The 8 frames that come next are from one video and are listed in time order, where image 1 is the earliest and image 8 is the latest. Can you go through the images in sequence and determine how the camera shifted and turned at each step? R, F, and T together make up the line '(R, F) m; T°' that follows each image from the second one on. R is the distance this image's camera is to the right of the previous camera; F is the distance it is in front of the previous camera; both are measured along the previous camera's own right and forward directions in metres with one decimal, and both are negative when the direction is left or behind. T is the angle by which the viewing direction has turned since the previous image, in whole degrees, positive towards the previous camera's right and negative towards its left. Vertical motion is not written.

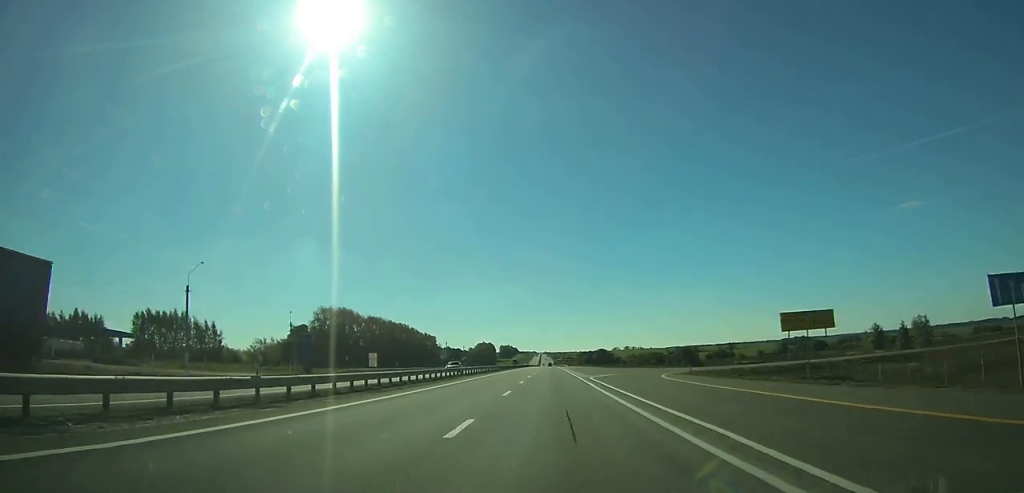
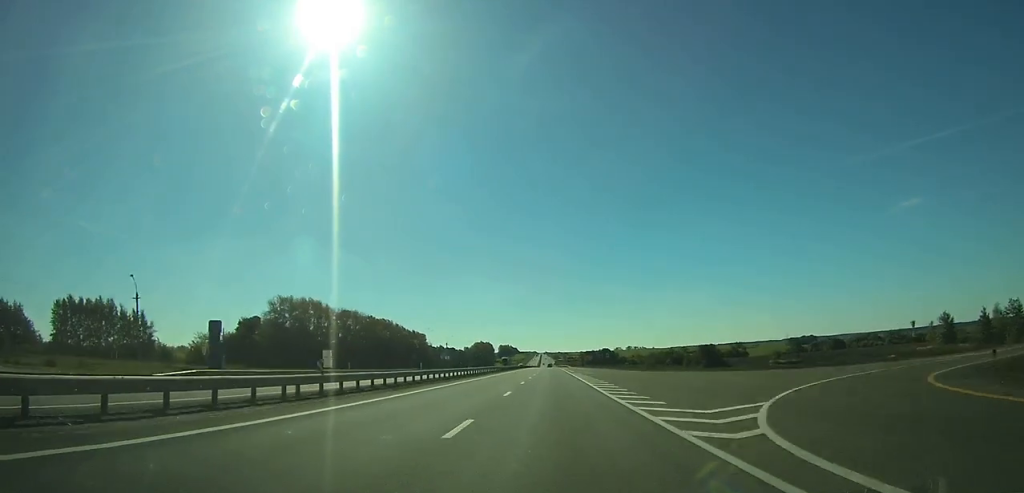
(0.0, +36.0) m; 0°
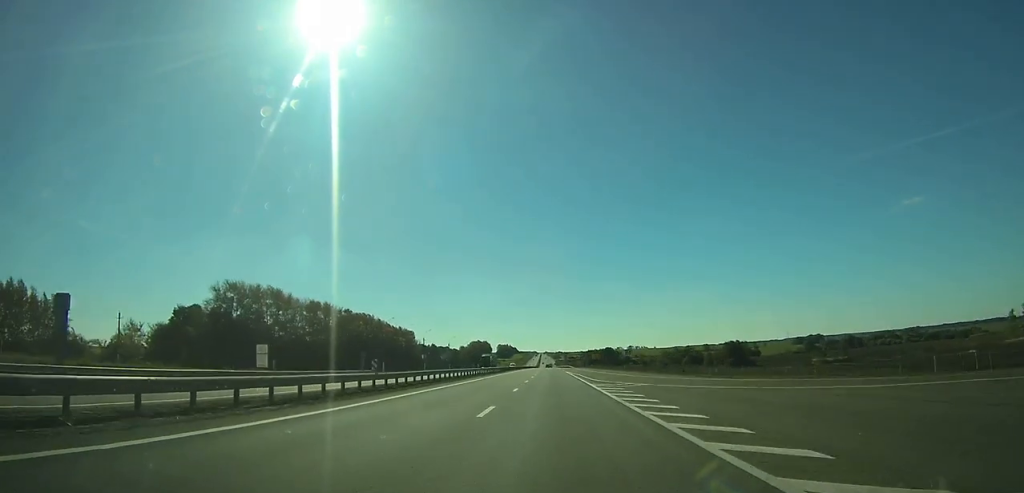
(0.0, +32.2) m; 0°
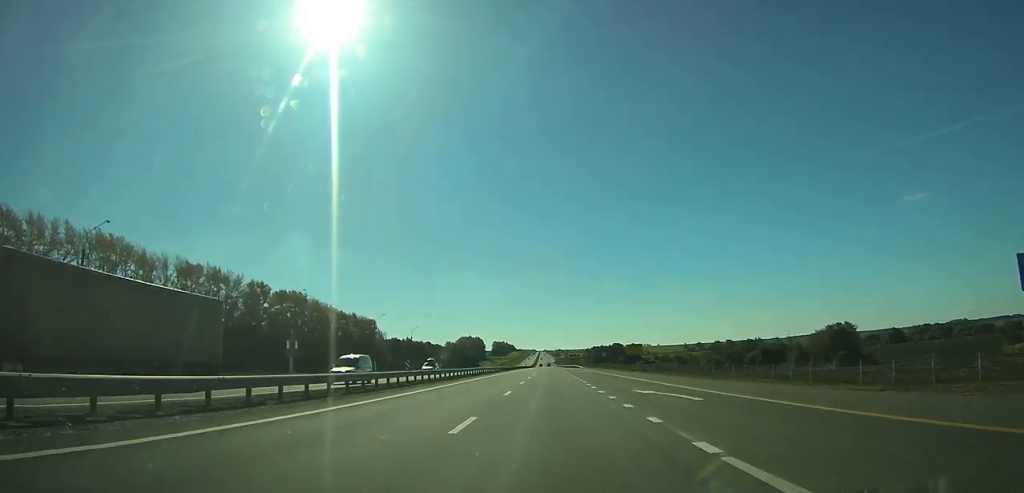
(-0.1, +75.3) m; 0°
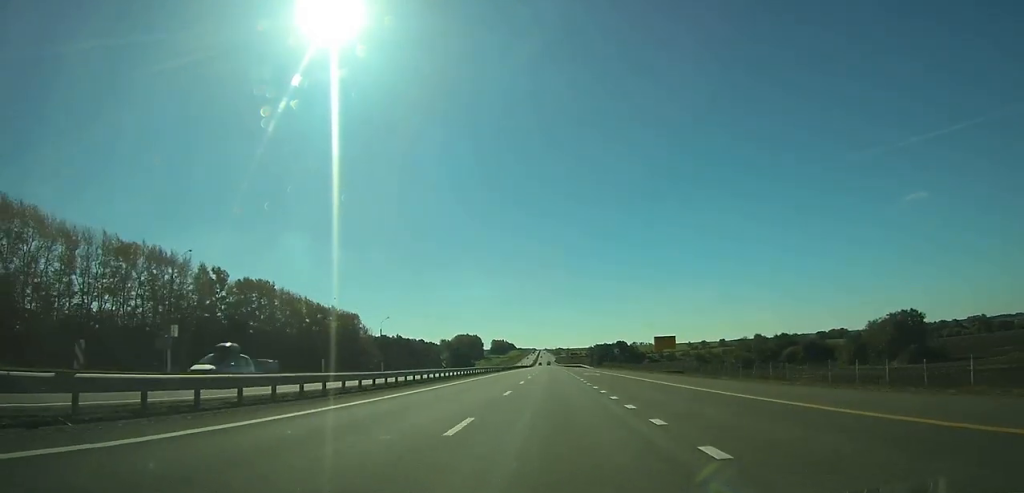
(0.0, +24.4) m; 0°
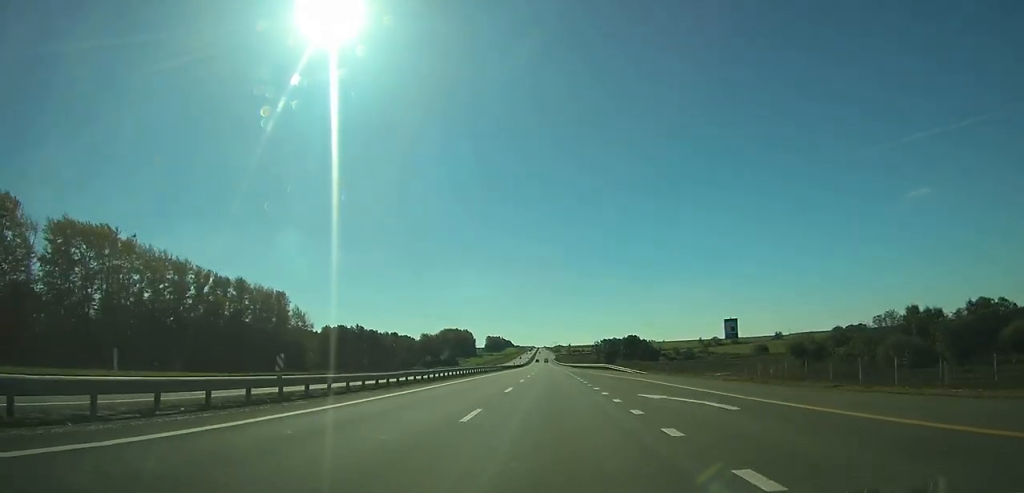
(+0.1, +69.5) m; 0°
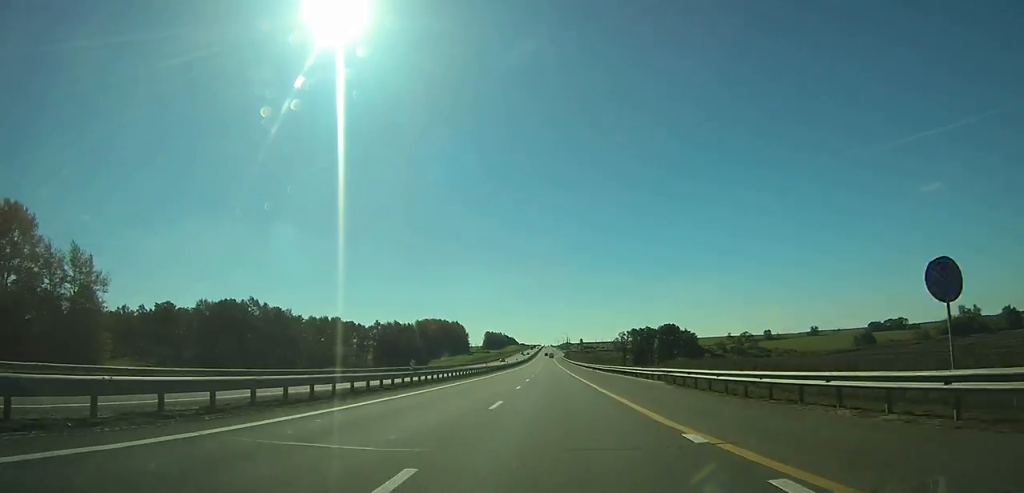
(-0.6, +104.2) m; 0°
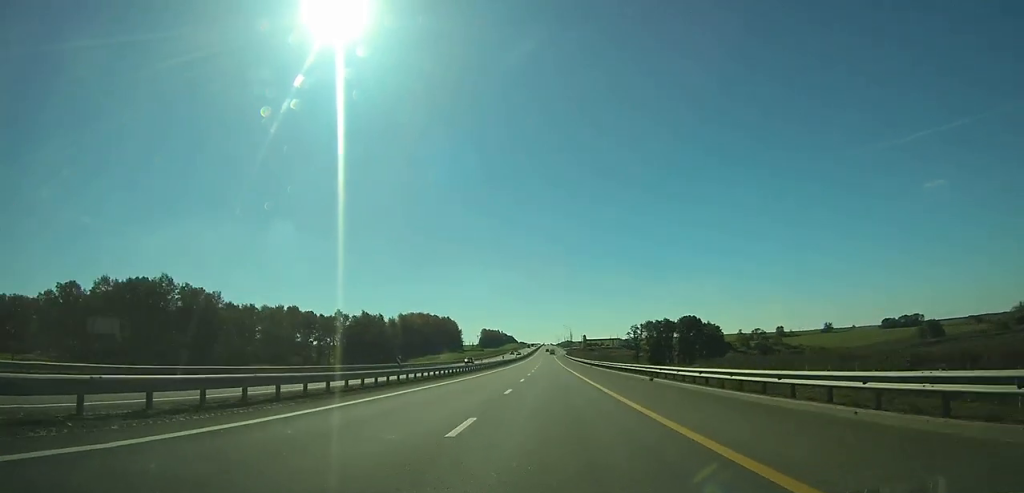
(0.0, +42.2) m; 0°
